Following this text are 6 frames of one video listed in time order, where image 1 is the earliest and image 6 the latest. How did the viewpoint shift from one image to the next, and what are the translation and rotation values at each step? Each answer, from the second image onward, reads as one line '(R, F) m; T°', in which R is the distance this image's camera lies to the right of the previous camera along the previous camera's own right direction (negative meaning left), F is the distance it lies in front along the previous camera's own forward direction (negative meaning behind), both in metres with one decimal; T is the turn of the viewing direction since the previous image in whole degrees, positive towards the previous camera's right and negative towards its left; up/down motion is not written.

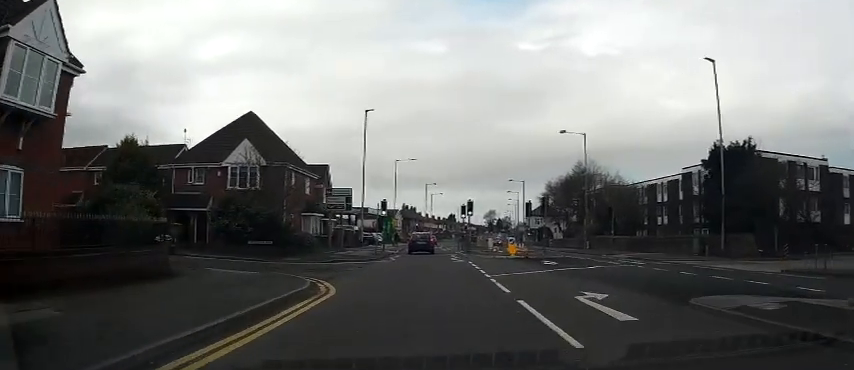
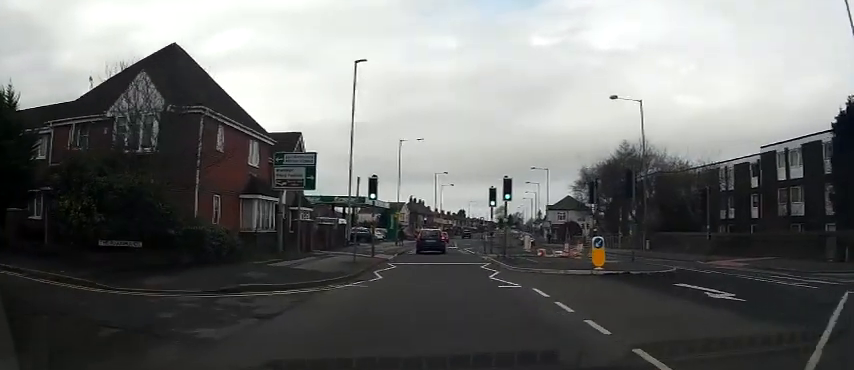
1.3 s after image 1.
(-0.5, +13.1) m; -1°
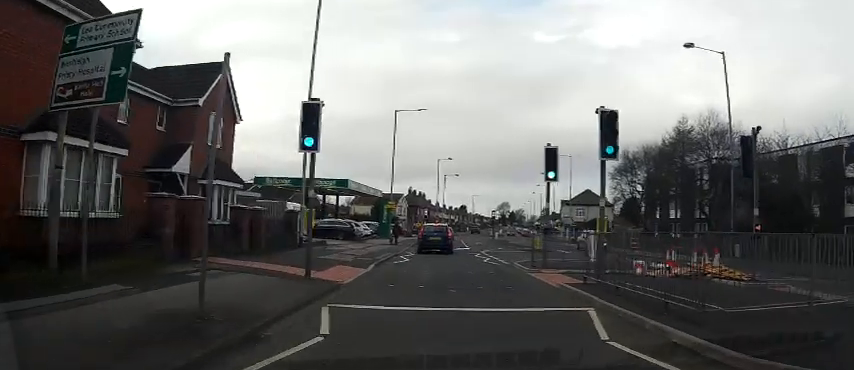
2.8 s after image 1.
(+0.2, +13.7) m; 0°
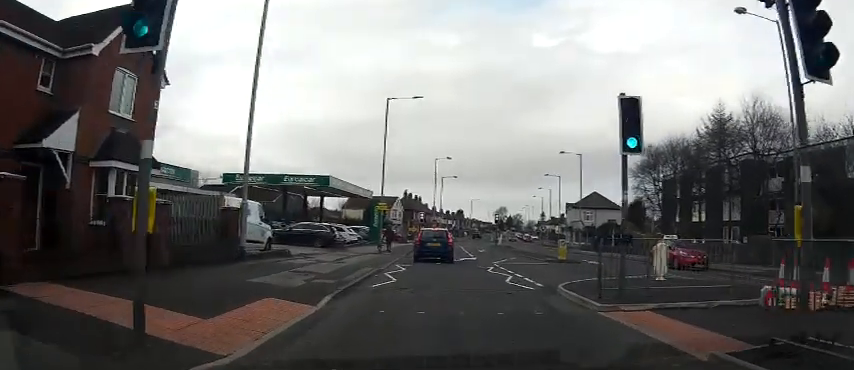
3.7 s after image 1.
(-0.1, +6.8) m; 0°
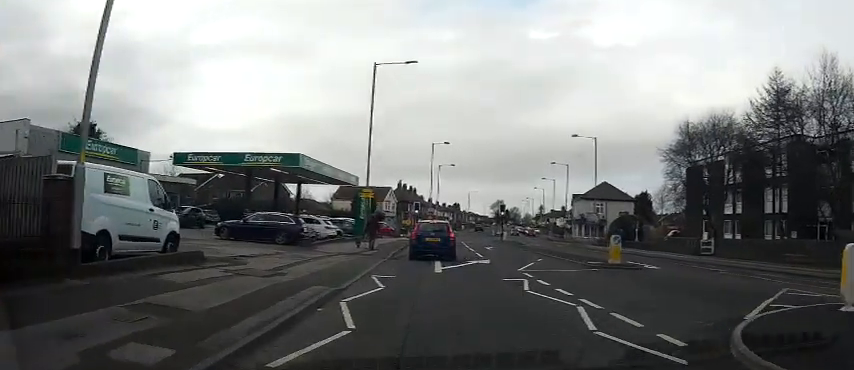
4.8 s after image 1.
(+0.1, +7.9) m; +3°
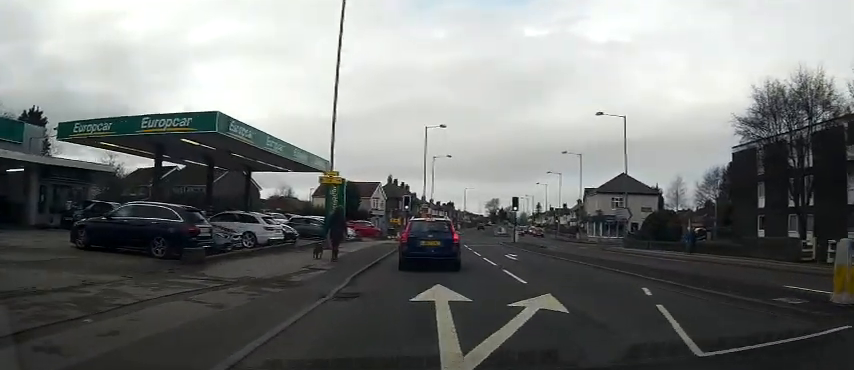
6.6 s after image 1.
(+0.1, +11.4) m; -1°
